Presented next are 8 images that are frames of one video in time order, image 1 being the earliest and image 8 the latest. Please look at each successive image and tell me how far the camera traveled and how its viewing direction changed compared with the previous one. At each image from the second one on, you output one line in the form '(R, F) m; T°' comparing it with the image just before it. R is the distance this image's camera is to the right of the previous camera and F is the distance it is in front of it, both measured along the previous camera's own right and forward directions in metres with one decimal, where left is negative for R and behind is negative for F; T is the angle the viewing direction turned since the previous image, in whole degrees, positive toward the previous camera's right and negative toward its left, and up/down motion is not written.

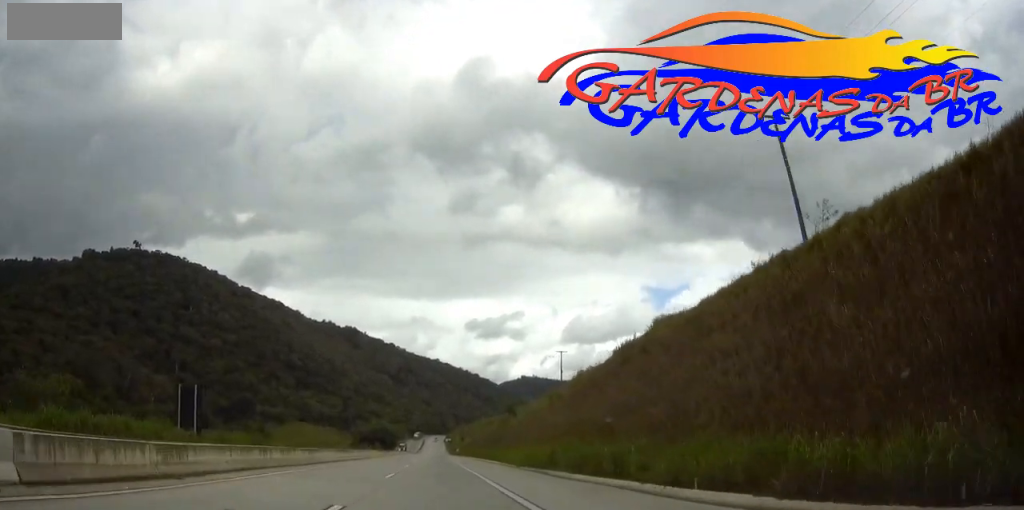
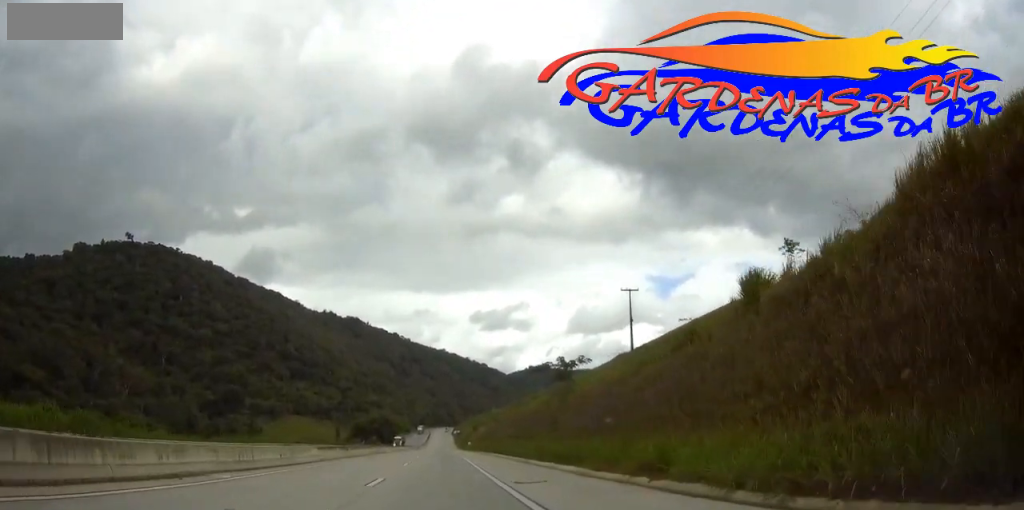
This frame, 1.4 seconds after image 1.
(-0.2, +38.4) m; 0°
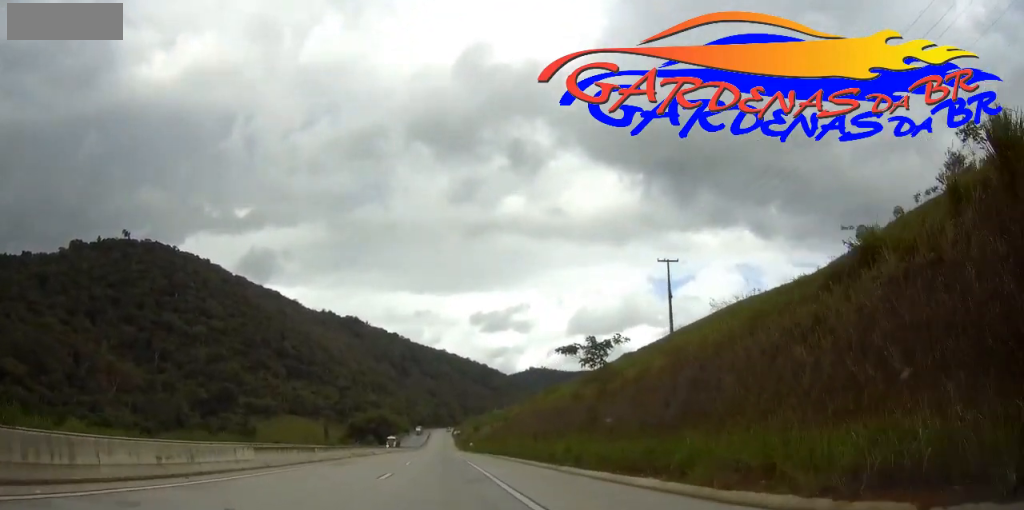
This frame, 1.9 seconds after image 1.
(0.0, +12.8) m; 0°
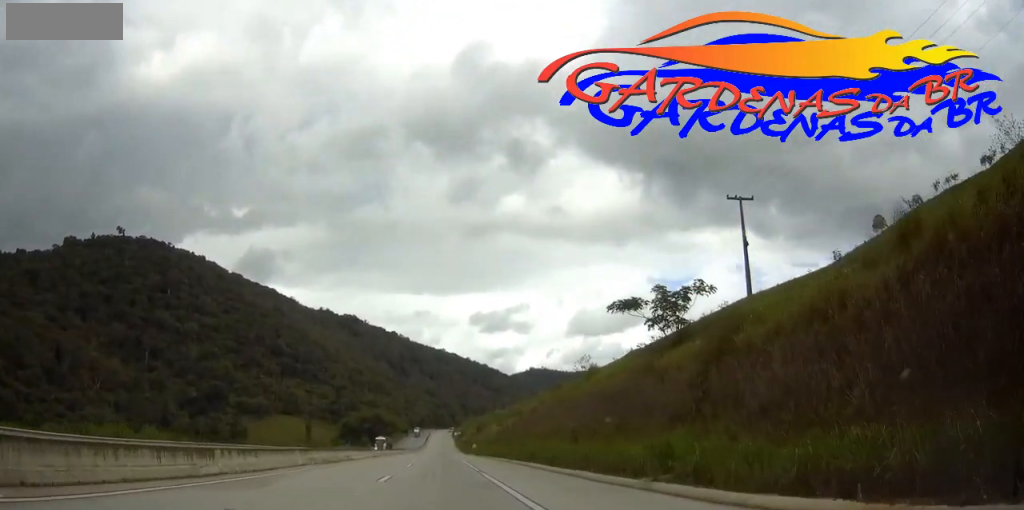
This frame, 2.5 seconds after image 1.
(0.0, +16.4) m; 0°
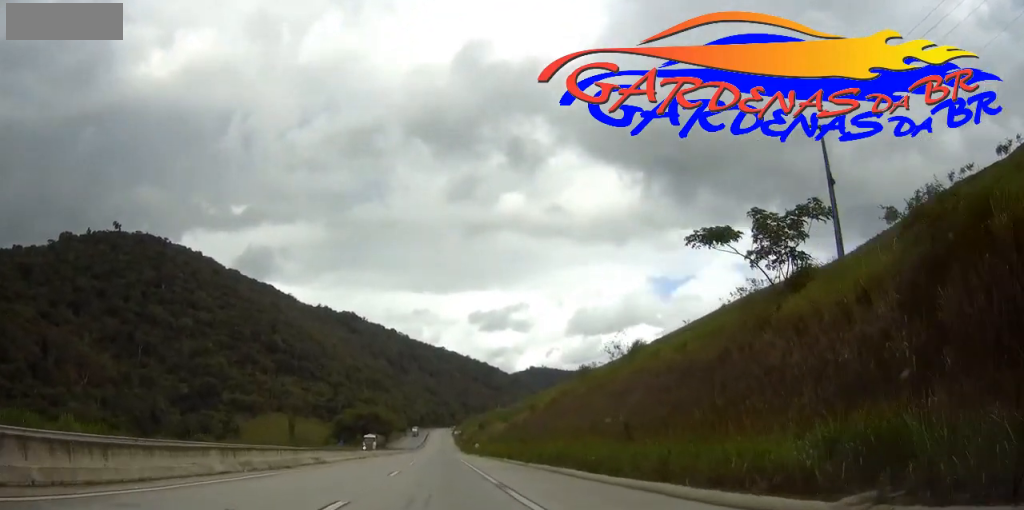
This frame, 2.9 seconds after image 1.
(0.0, +11.8) m; 0°
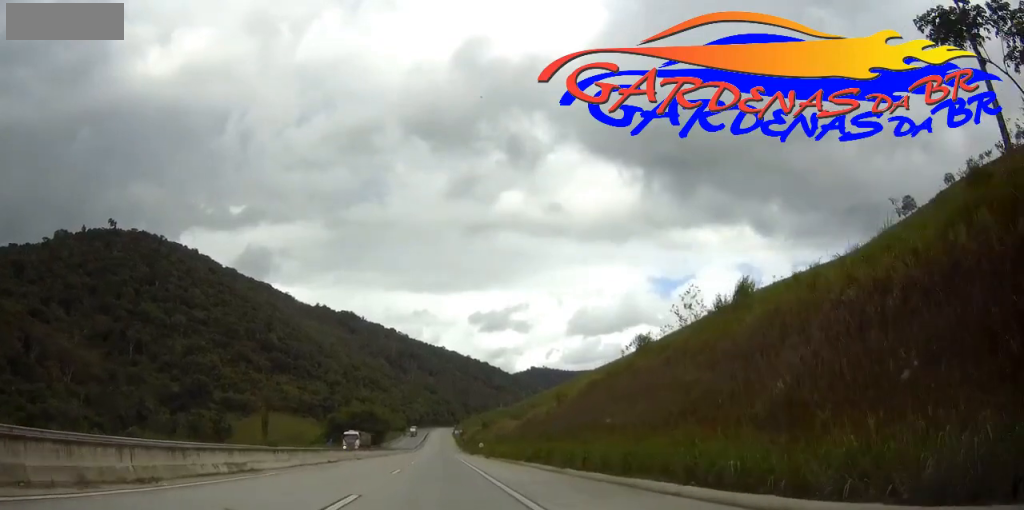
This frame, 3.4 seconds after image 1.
(-0.1, +14.4) m; 0°
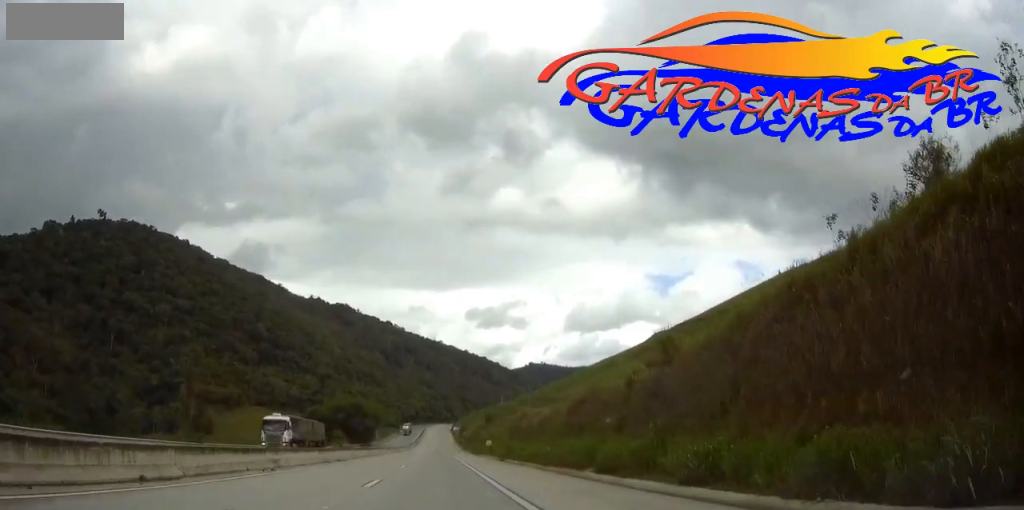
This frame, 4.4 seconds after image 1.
(+0.1, +25.0) m; 0°
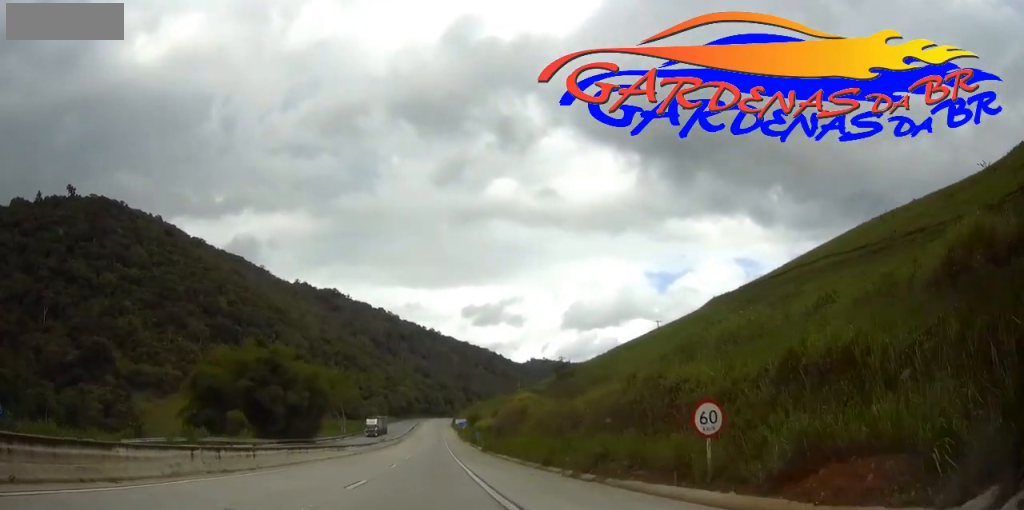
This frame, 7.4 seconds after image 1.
(+0.1, +81.2) m; 0°
